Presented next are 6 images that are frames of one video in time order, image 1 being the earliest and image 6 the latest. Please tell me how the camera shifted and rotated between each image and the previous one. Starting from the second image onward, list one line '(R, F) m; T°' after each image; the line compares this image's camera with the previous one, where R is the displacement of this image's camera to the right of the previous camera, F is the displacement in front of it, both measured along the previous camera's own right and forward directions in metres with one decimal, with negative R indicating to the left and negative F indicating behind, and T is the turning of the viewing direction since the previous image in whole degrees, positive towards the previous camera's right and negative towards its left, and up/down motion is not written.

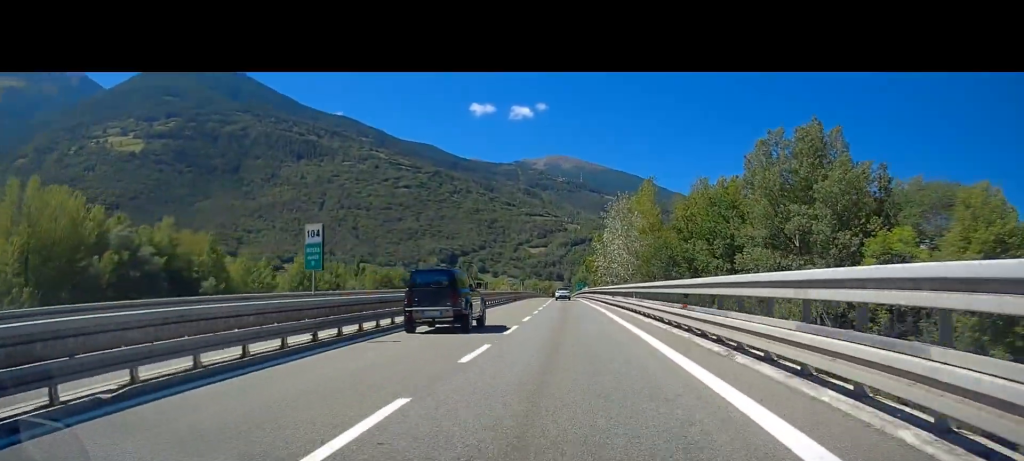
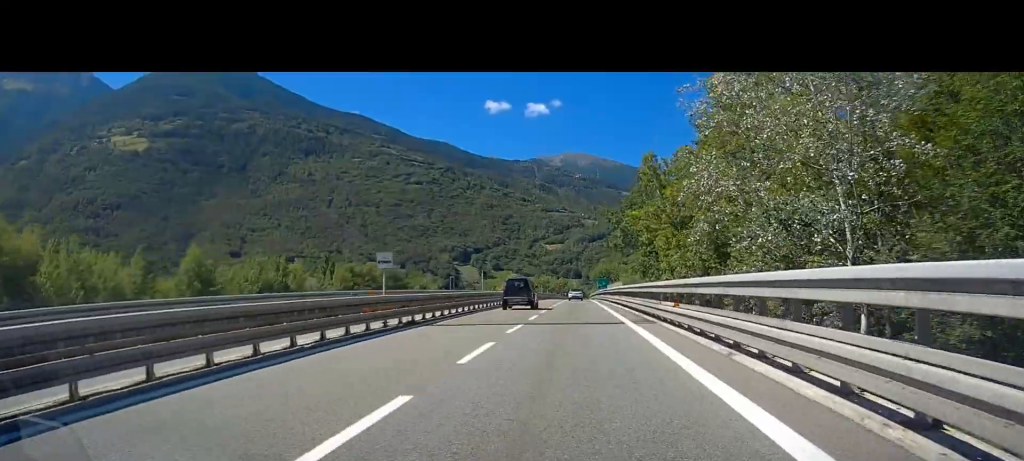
(-0.8, +55.7) m; -1°
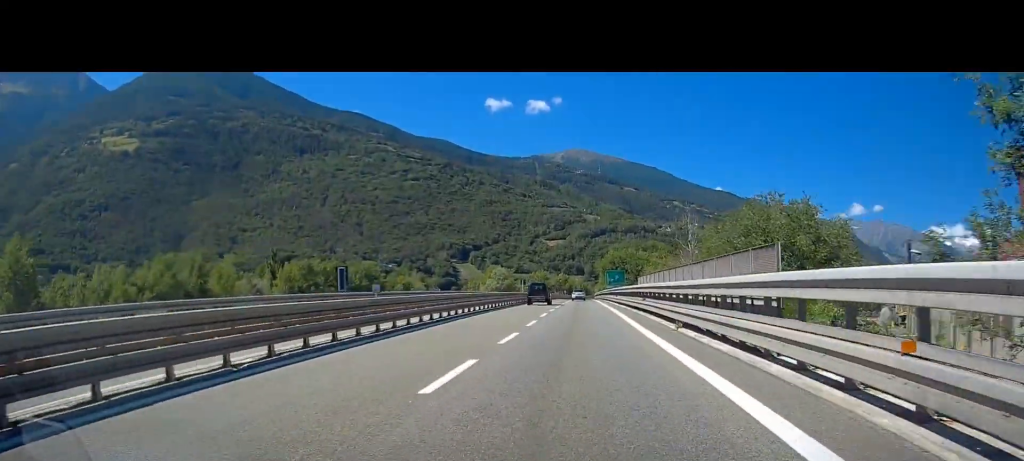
(+0.1, +48.2) m; 0°
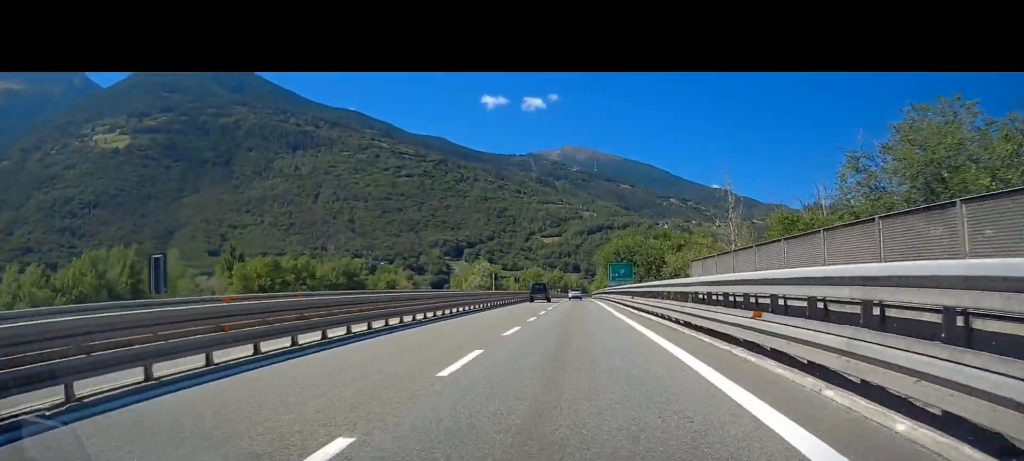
(0.0, +24.0) m; 0°
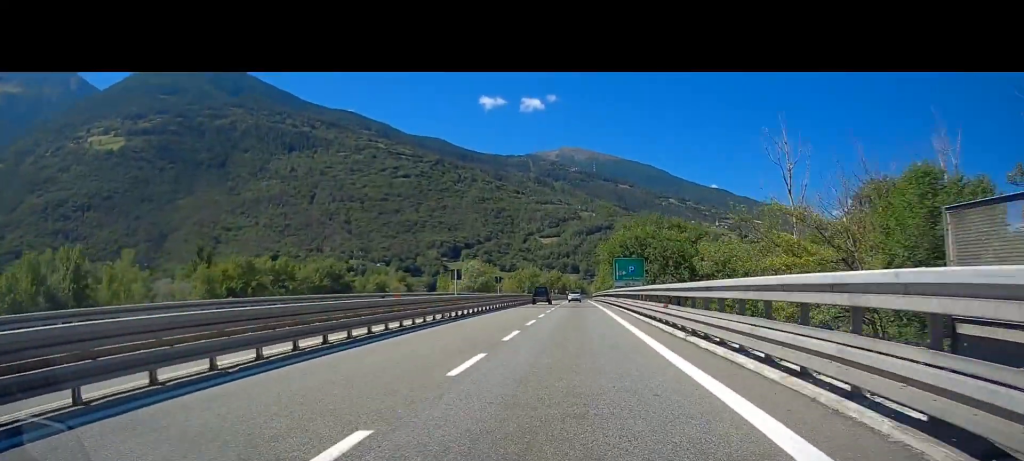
(0.0, +15.8) m; 0°
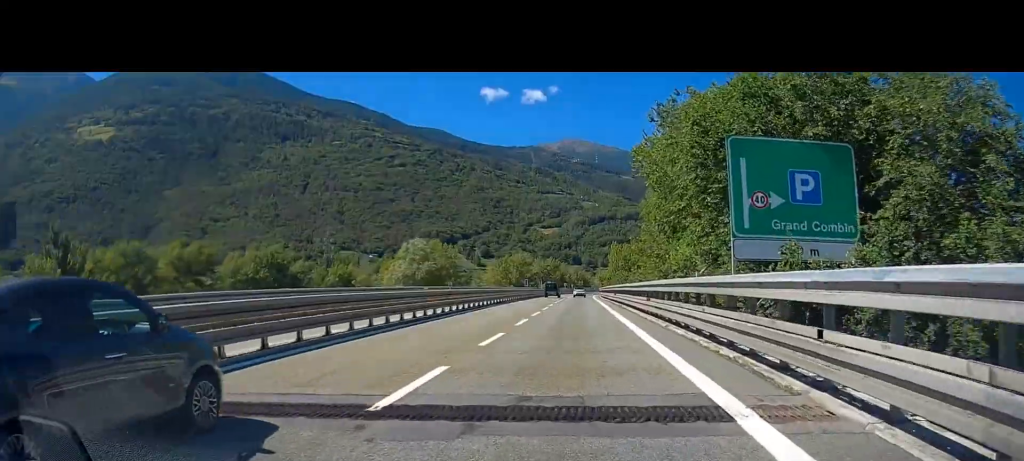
(+0.1, +40.7) m; 0°
